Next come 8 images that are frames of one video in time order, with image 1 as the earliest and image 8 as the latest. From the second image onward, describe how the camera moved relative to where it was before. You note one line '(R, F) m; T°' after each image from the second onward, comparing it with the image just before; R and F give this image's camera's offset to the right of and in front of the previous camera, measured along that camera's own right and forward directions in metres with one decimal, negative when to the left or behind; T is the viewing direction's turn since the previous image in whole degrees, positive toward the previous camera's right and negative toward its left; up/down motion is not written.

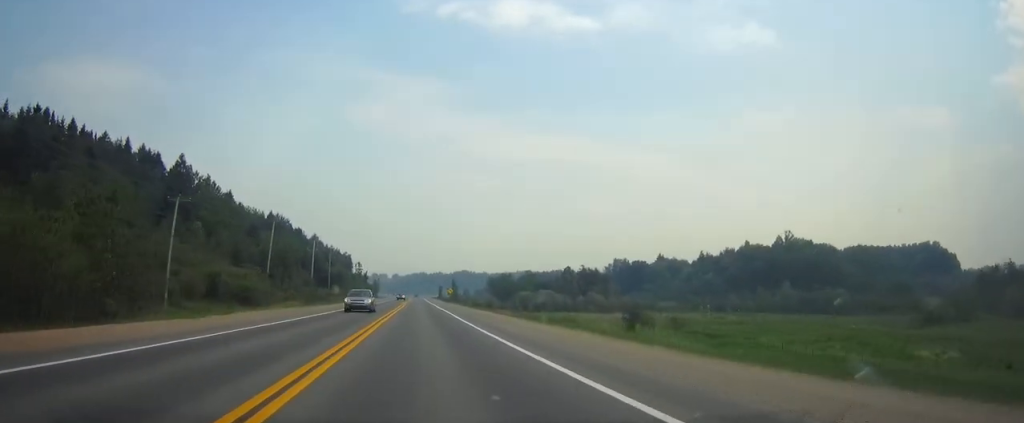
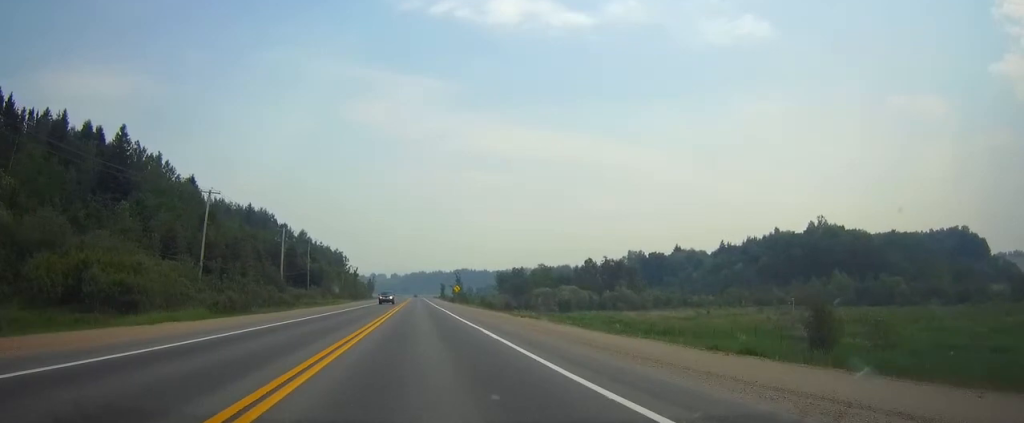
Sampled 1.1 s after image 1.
(0.0, +30.5) m; 0°
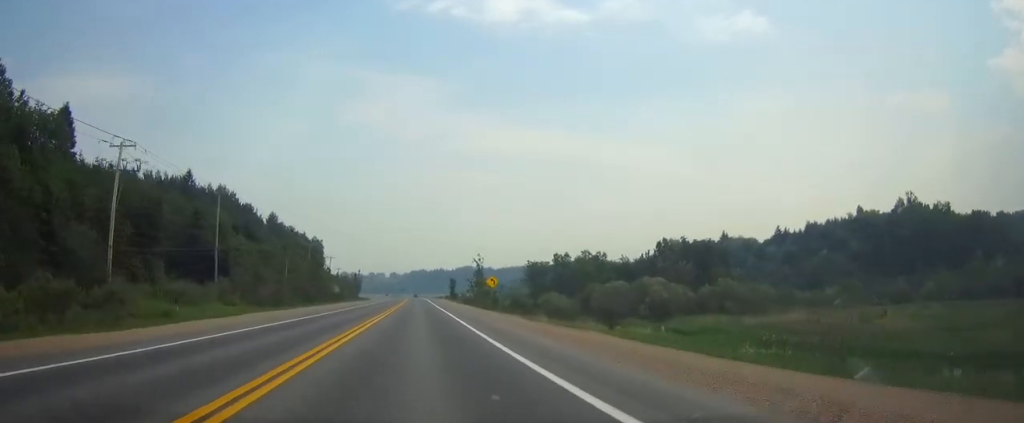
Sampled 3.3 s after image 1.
(-1.9, +63.1) m; -4°
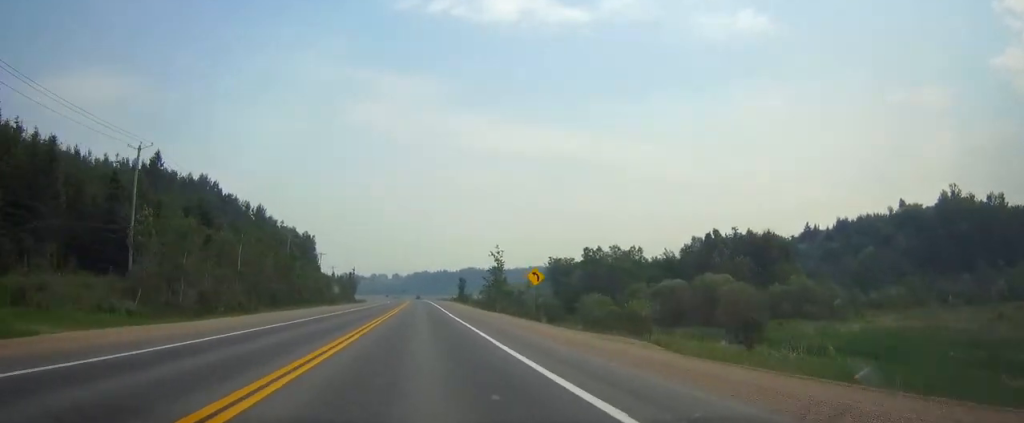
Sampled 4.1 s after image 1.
(-0.1, +24.1) m; 0°
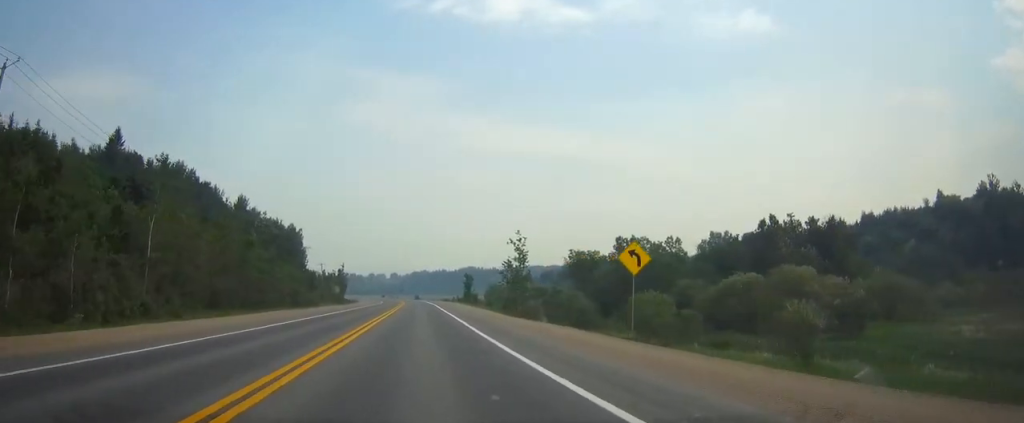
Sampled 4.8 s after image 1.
(0.0, +21.3) m; 0°
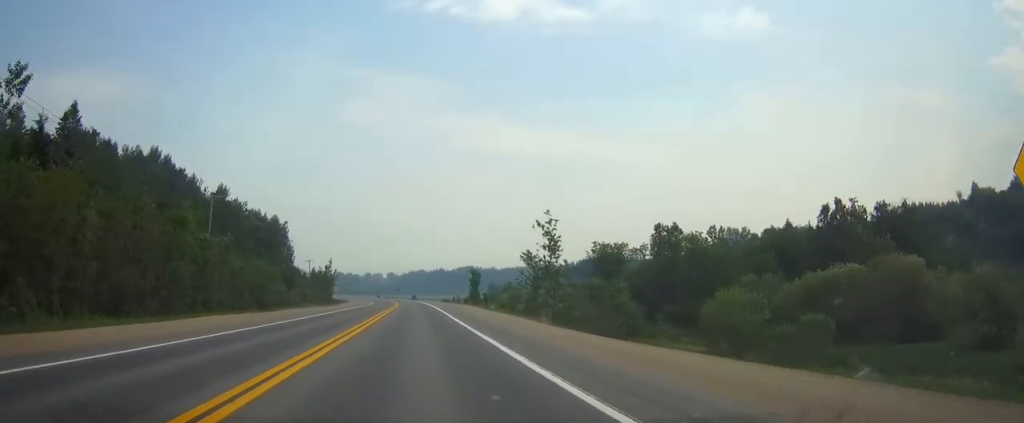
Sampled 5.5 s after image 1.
(0.0, +18.4) m; 0°
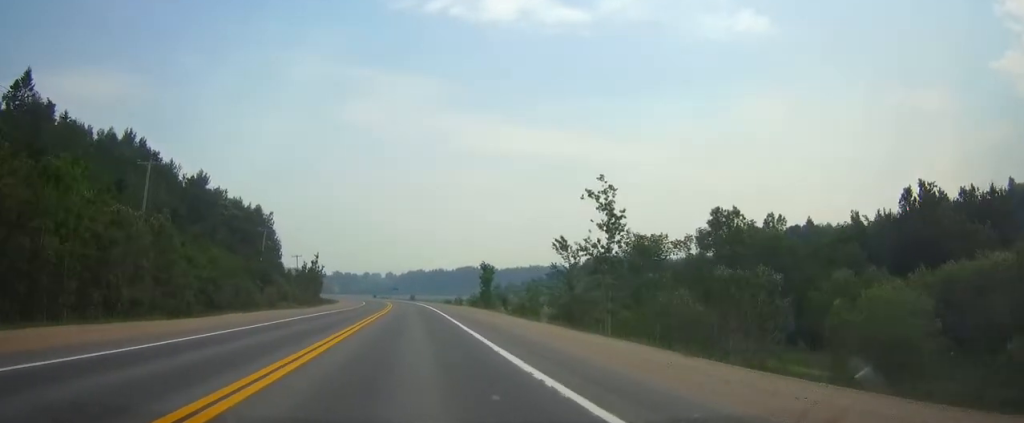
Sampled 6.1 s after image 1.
(0.0, +17.5) m; 0°
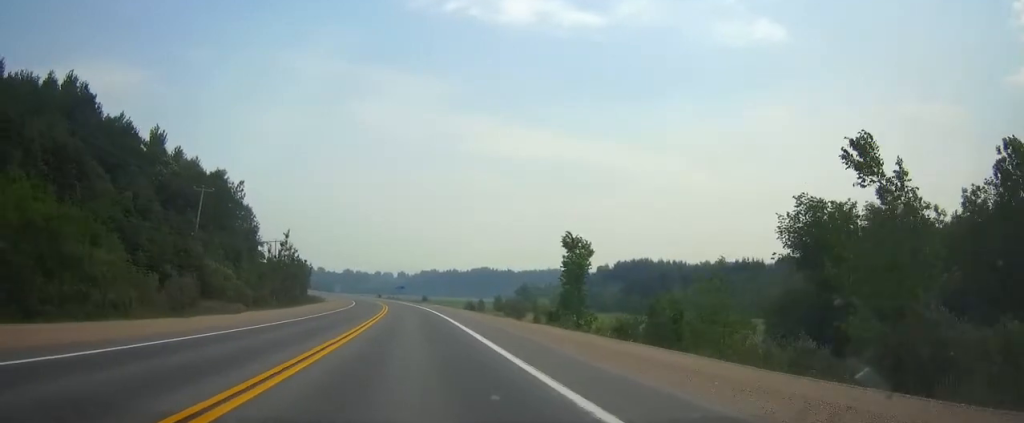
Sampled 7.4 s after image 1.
(0.0, +39.0) m; 0°
